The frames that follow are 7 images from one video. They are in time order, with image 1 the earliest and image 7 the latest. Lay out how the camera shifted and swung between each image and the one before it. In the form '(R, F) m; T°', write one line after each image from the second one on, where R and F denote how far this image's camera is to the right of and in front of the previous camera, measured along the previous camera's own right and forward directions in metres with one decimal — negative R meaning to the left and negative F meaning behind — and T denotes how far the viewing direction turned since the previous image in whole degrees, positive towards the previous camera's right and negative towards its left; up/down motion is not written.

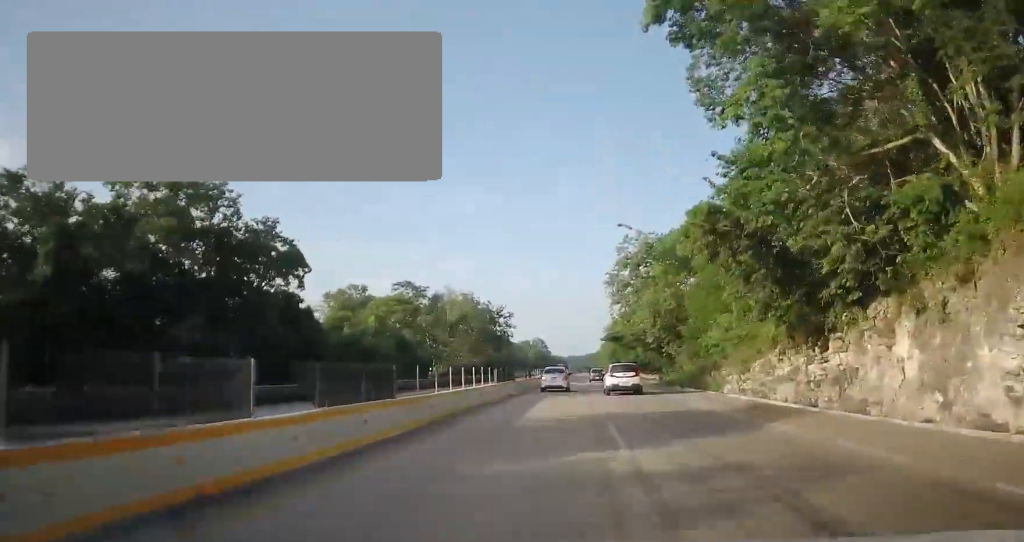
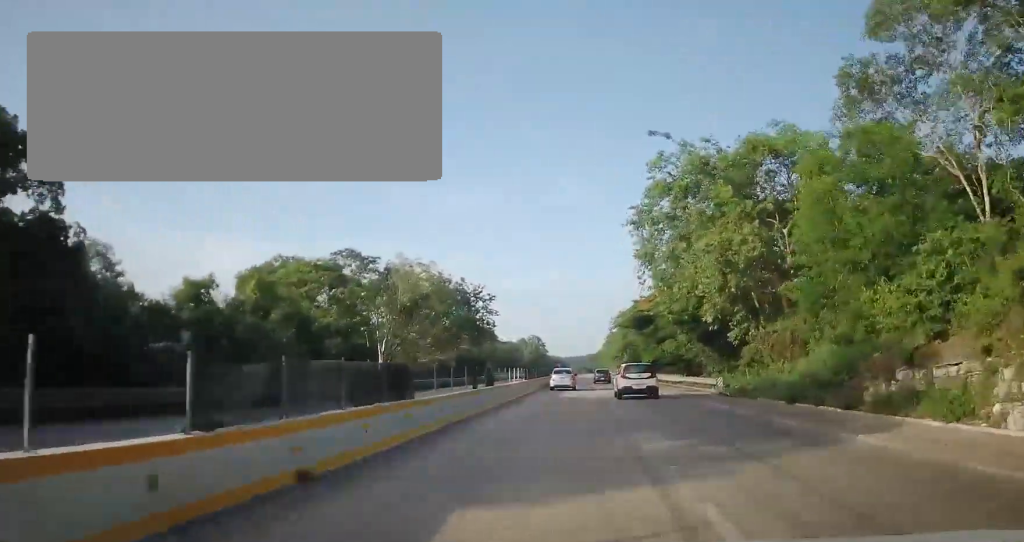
(-0.3, +23.8) m; 0°
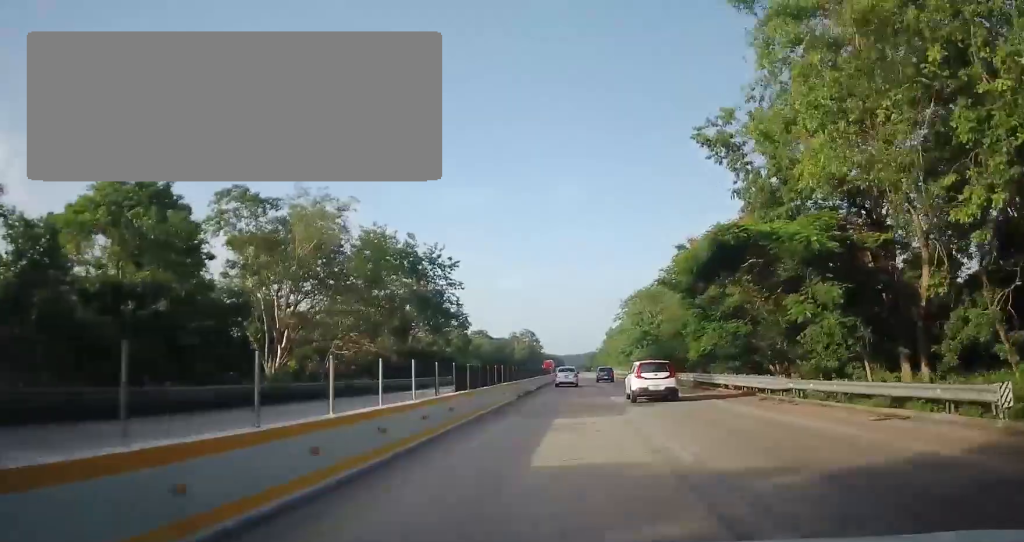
(+0.2, +22.9) m; 0°
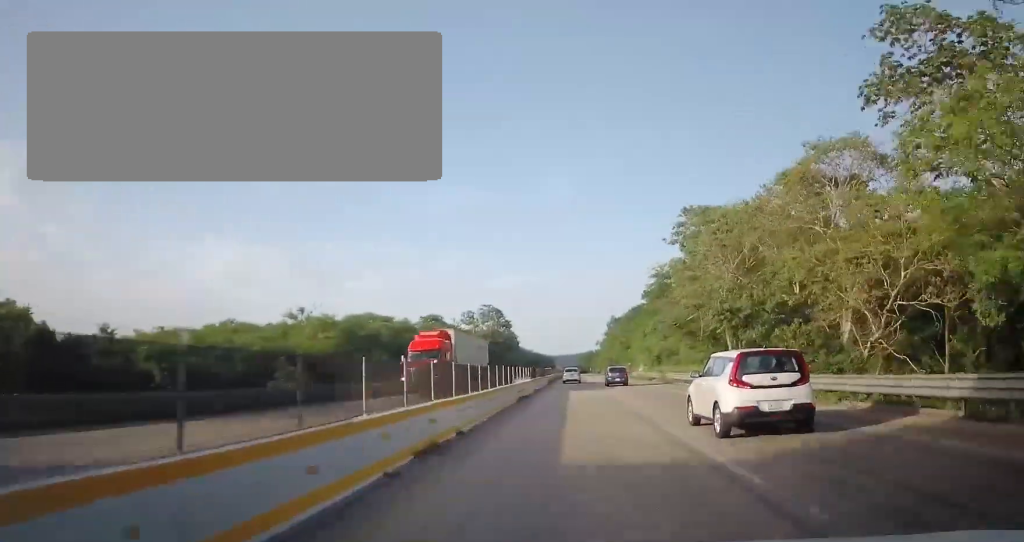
(+0.3, +79.0) m; +1°
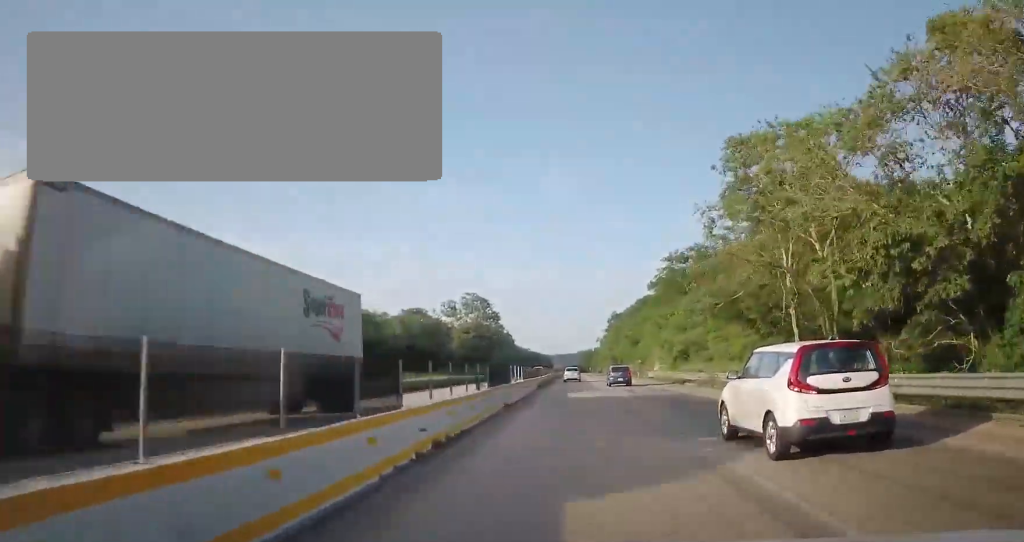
(+0.3, +18.4) m; 0°
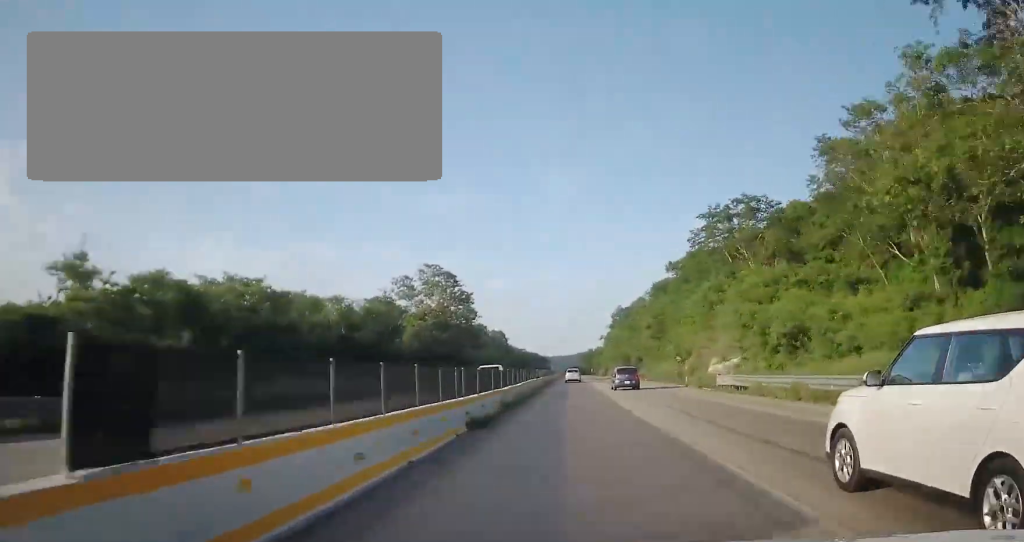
(-0.1, +30.5) m; 0°
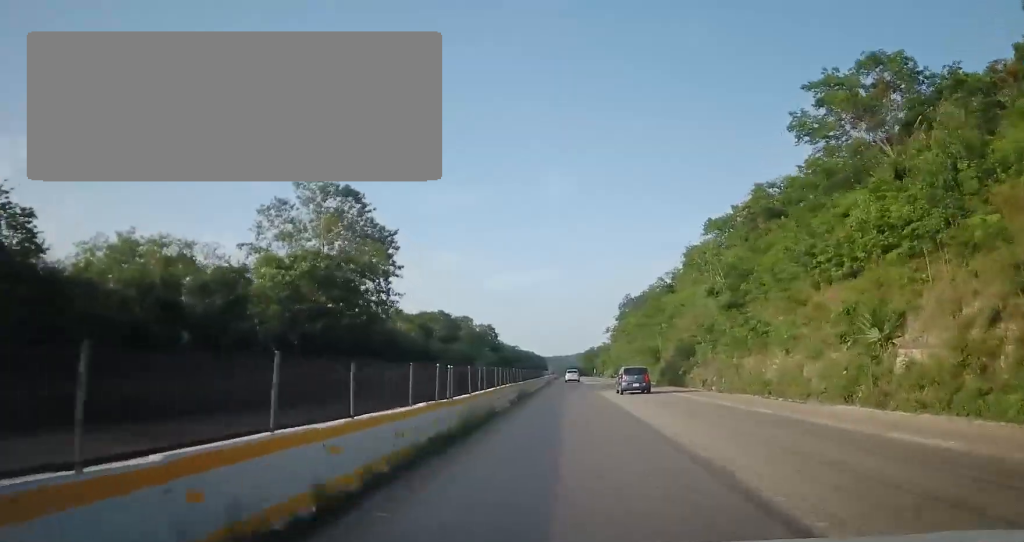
(+0.1, +35.9) m; 0°
